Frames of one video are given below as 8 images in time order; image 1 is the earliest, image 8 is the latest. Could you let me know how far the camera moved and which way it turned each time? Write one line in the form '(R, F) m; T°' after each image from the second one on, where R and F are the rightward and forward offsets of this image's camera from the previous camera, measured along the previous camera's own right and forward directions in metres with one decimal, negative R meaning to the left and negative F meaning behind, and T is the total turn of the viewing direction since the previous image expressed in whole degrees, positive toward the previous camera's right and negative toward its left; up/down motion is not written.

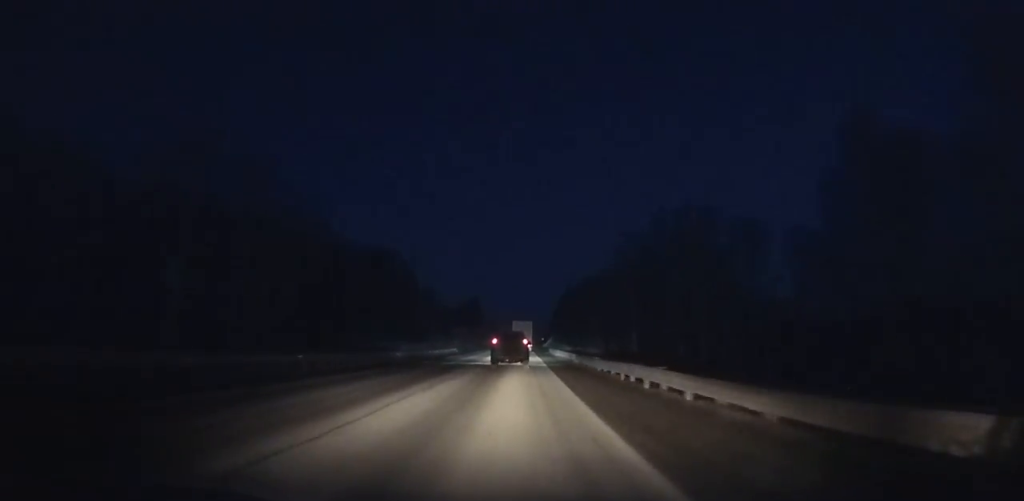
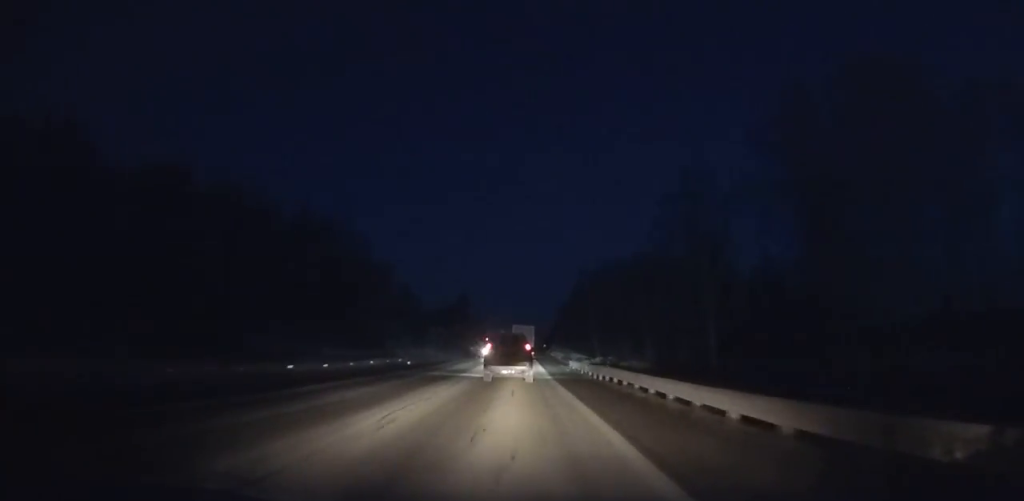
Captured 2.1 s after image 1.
(0.0, +29.2) m; 0°
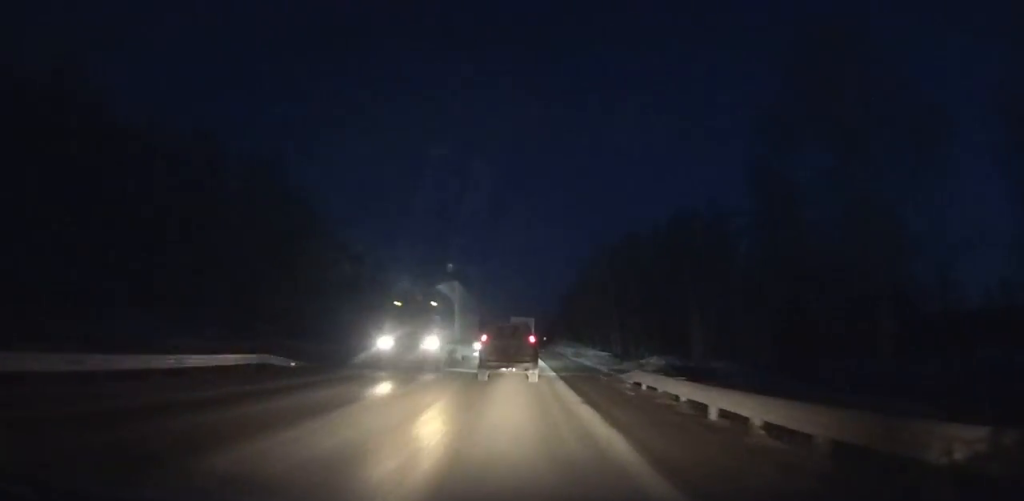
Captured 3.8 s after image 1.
(0.0, +21.0) m; 0°
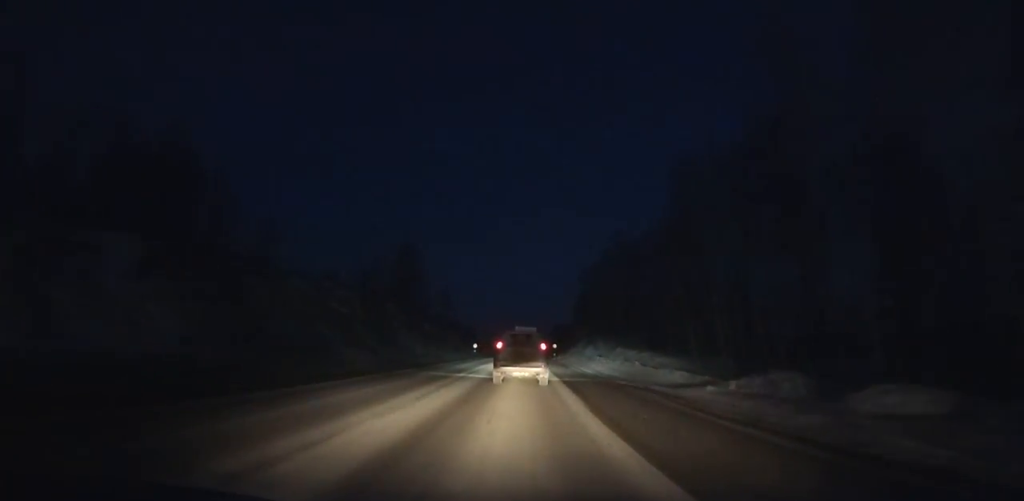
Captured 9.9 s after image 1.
(+0.4, +65.2) m; +1°
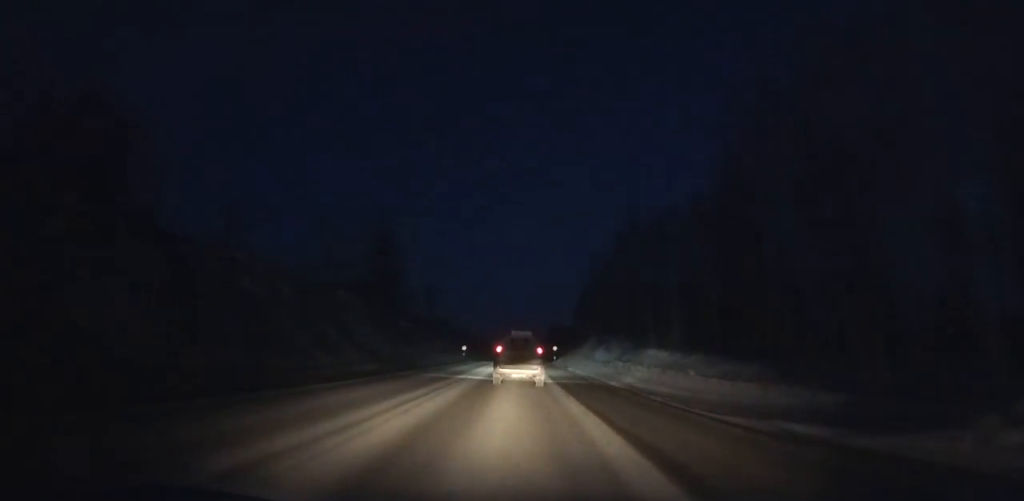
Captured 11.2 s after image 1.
(0.0, +13.1) m; 0°
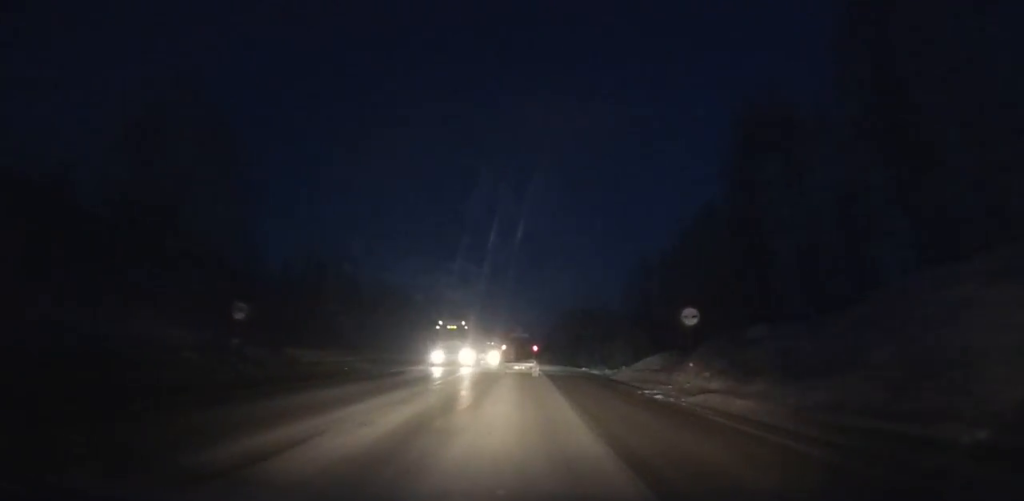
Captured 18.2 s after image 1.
(-0.2, +71.1) m; 0°
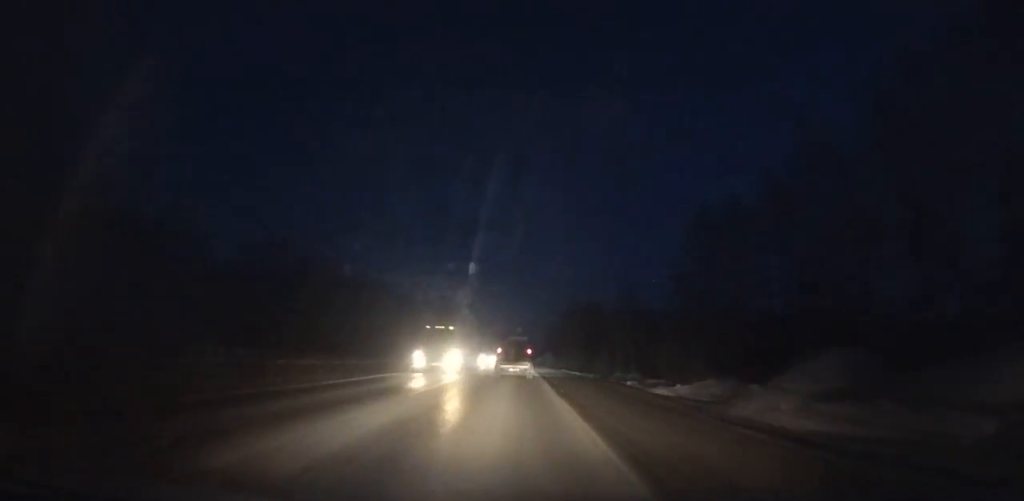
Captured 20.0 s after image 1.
(0.0, +19.1) m; 0°
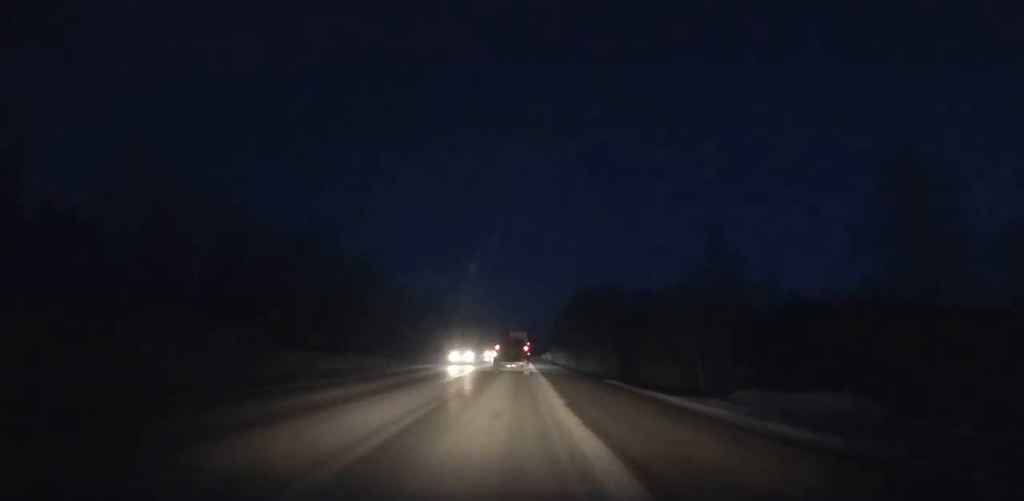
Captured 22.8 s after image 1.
(0.0, +32.0) m; 0°
